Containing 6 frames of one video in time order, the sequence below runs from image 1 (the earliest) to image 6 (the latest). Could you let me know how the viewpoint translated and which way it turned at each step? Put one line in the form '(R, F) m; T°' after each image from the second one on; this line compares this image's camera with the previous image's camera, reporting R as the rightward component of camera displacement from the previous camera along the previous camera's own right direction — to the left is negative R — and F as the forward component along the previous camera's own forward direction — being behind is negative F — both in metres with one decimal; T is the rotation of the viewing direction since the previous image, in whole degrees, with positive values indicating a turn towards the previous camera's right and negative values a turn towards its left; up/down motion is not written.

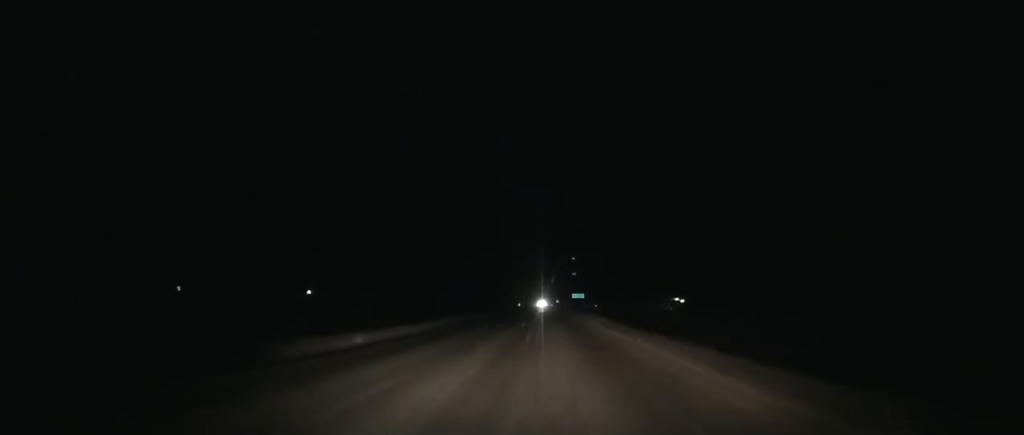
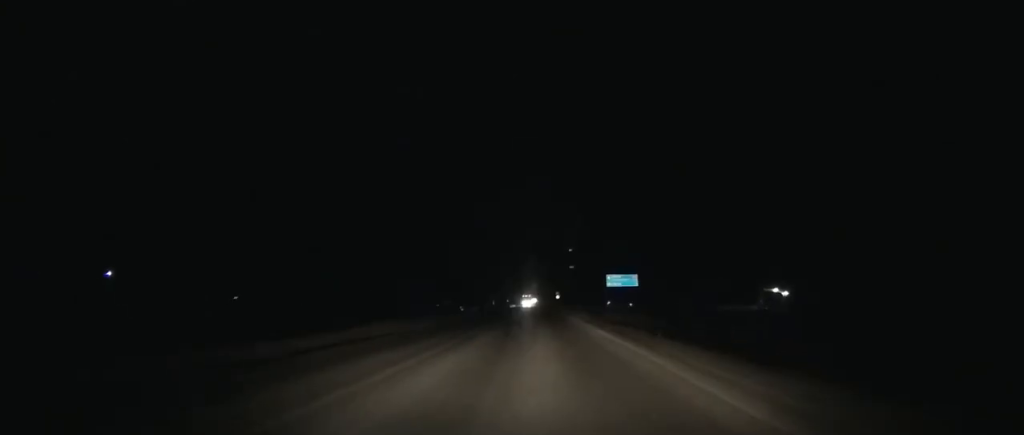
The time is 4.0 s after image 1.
(-0.2, +87.9) m; 0°
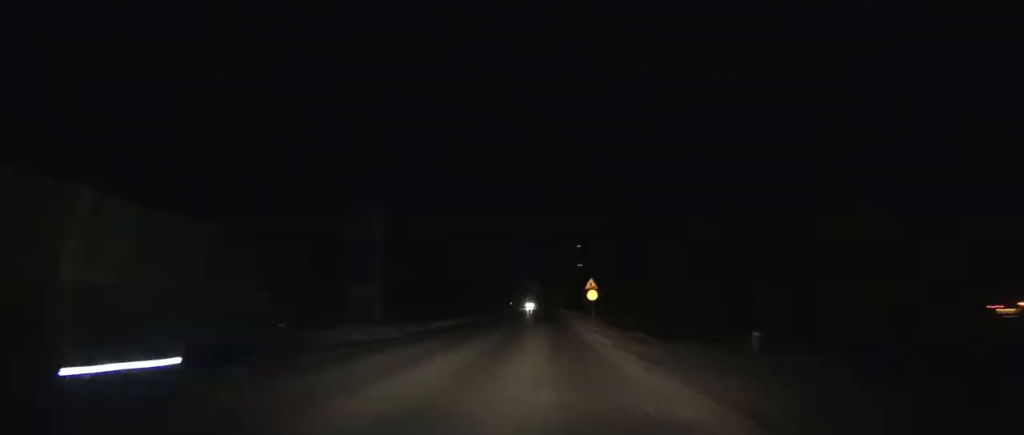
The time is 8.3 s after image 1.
(0.0, +95.4) m; 0°
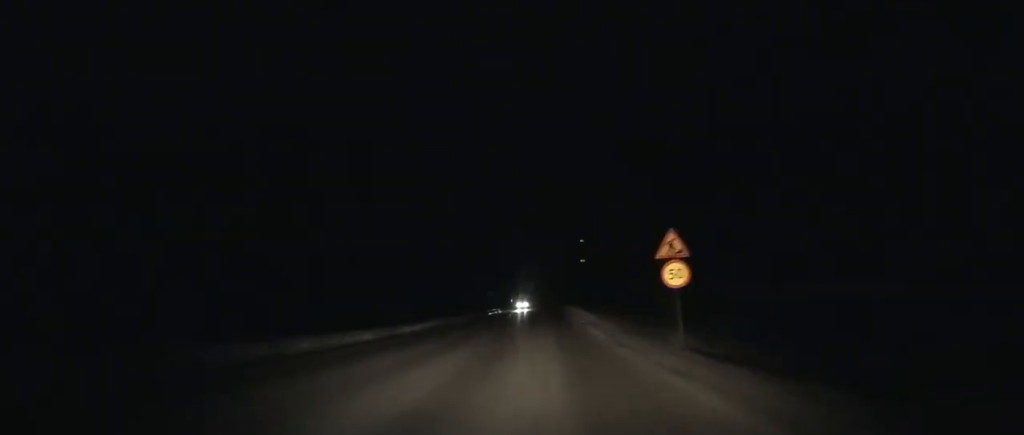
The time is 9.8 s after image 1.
(+0.1, +34.0) m; 0°
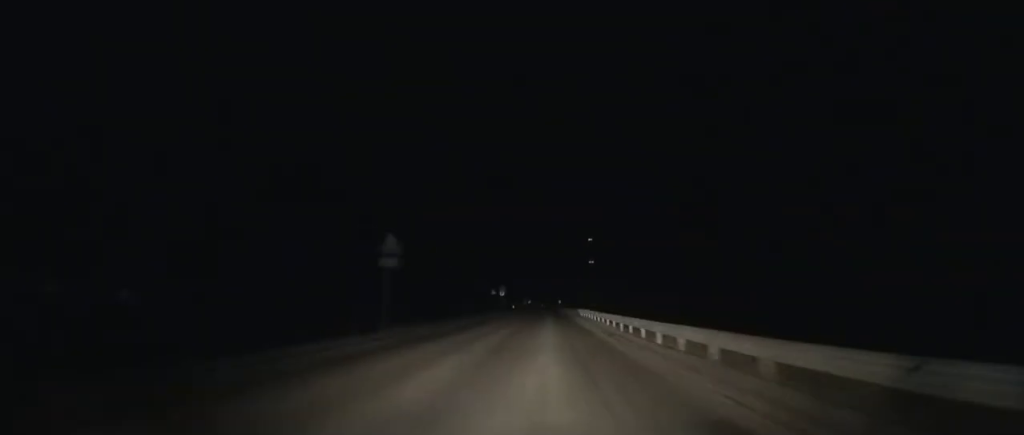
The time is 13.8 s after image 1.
(+0.3, +91.2) m; 0°
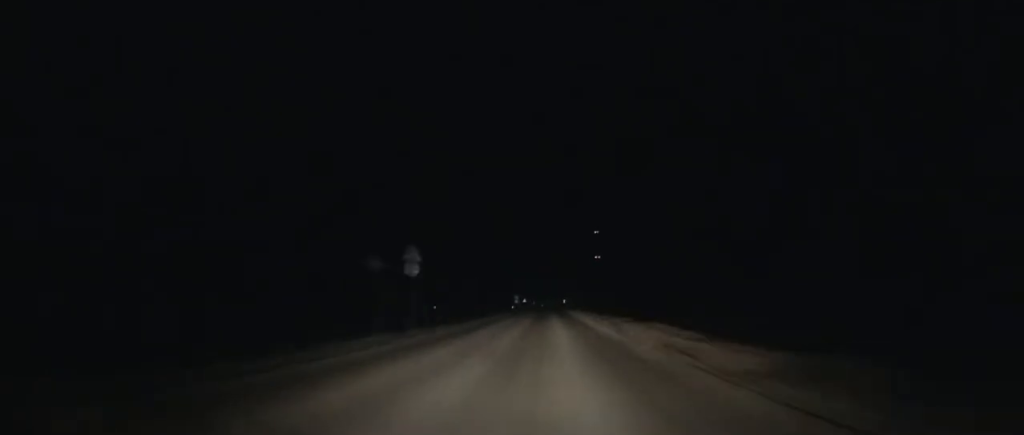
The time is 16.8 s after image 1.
(+0.1, +70.0) m; 0°
